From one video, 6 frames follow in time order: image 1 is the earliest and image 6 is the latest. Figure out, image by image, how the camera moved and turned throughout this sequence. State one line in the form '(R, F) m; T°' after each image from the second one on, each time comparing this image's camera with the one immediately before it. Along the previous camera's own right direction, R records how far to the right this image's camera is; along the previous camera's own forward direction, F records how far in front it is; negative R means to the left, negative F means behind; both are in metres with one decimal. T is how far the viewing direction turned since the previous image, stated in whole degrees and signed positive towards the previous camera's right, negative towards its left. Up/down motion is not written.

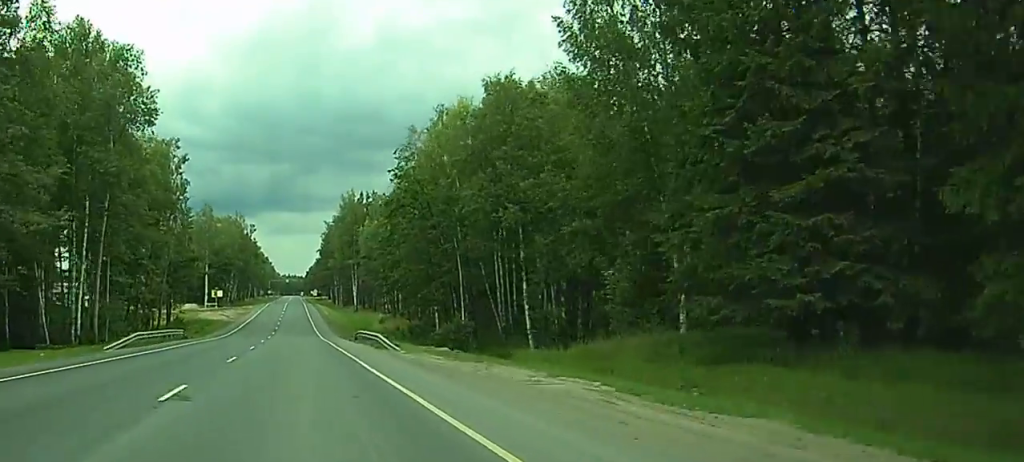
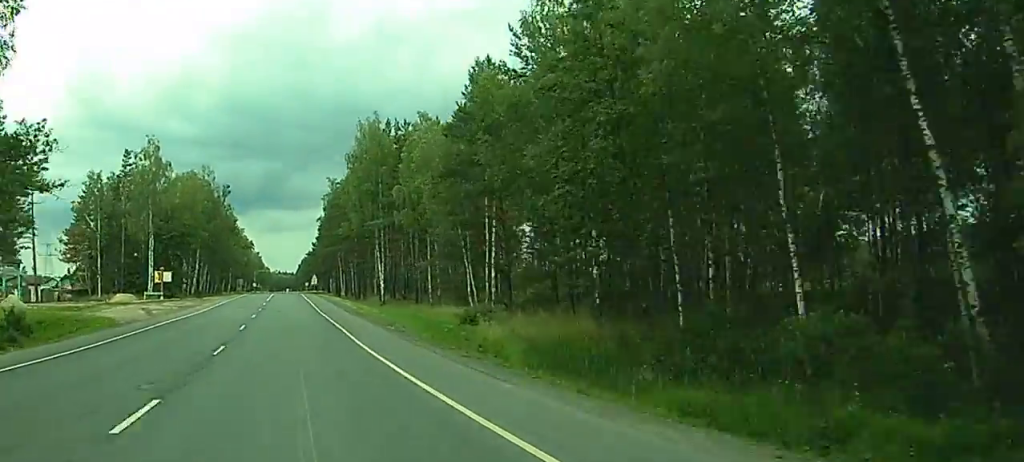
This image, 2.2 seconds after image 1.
(0.0, +62.0) m; 0°
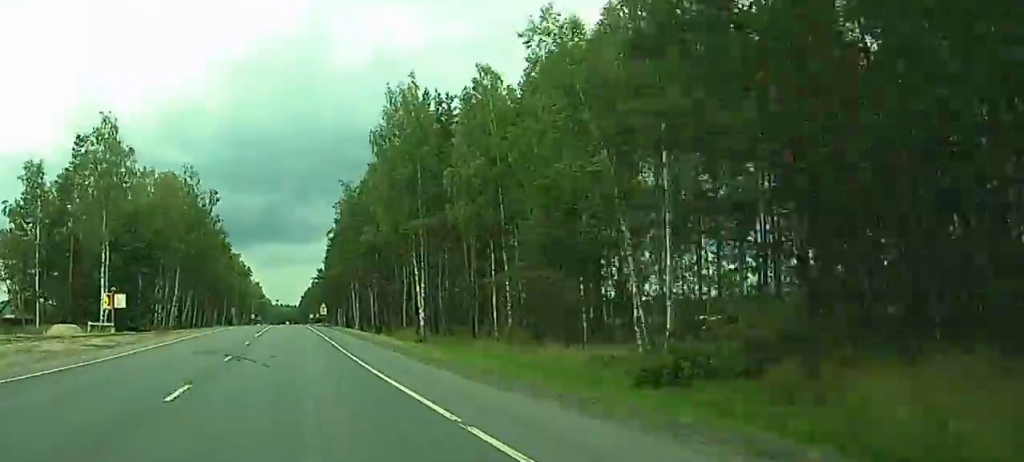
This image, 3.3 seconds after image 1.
(+0.3, +32.1) m; +4°
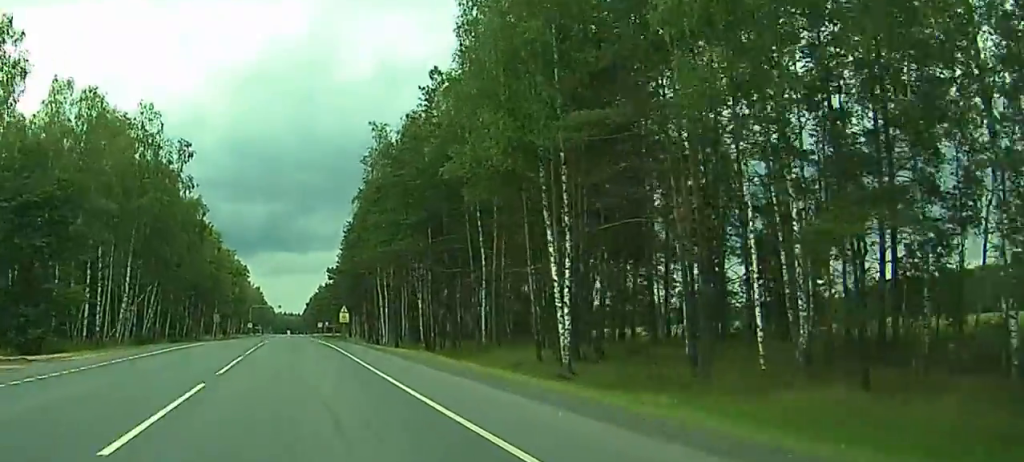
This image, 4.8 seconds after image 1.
(+2.6, +44.1) m; +2°
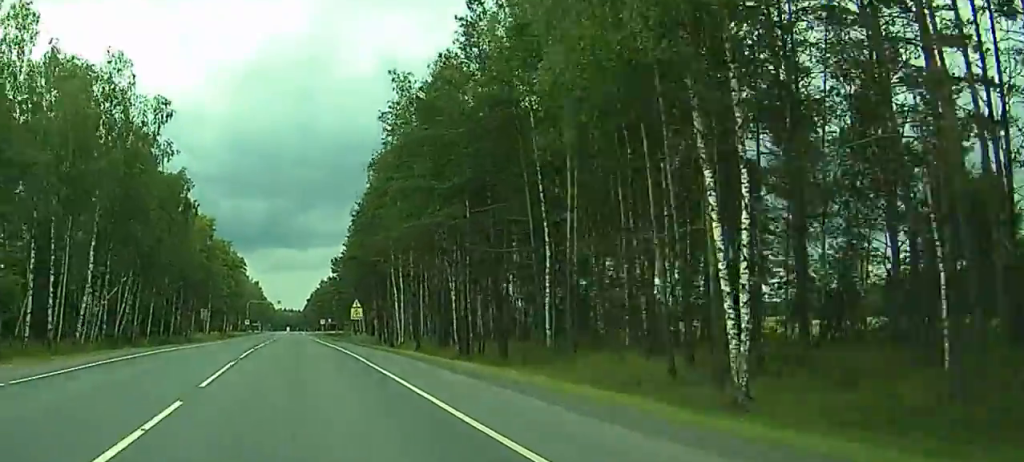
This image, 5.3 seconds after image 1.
(+0.5, +17.5) m; -2°
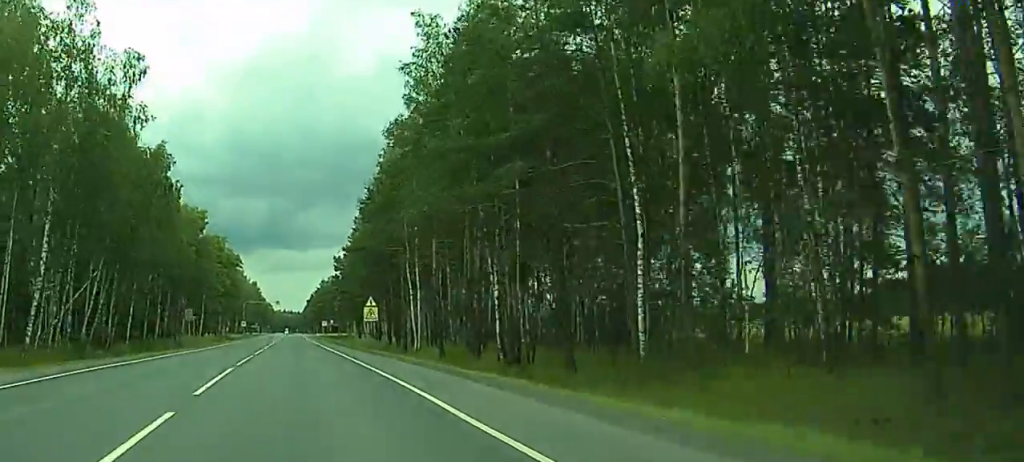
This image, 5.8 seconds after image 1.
(-1.0, +13.9) m; -1°
